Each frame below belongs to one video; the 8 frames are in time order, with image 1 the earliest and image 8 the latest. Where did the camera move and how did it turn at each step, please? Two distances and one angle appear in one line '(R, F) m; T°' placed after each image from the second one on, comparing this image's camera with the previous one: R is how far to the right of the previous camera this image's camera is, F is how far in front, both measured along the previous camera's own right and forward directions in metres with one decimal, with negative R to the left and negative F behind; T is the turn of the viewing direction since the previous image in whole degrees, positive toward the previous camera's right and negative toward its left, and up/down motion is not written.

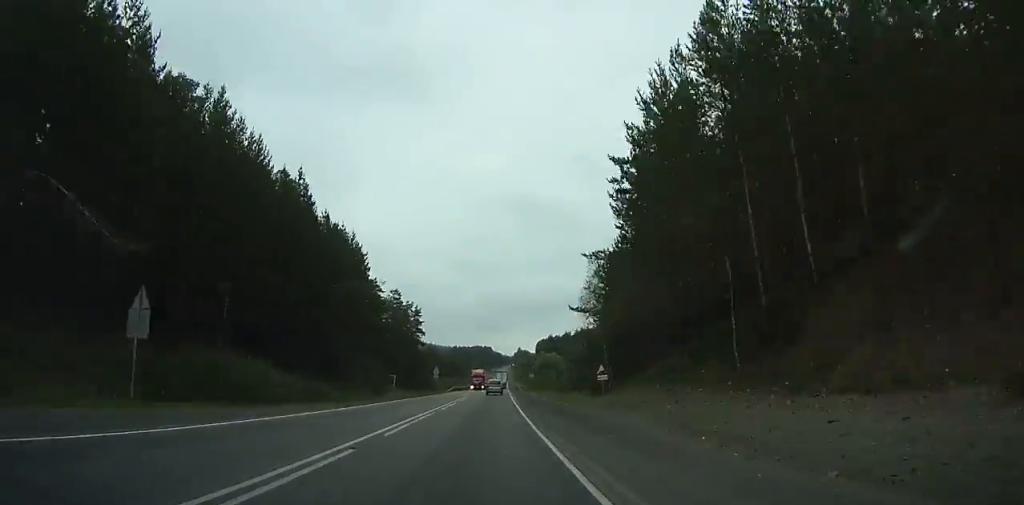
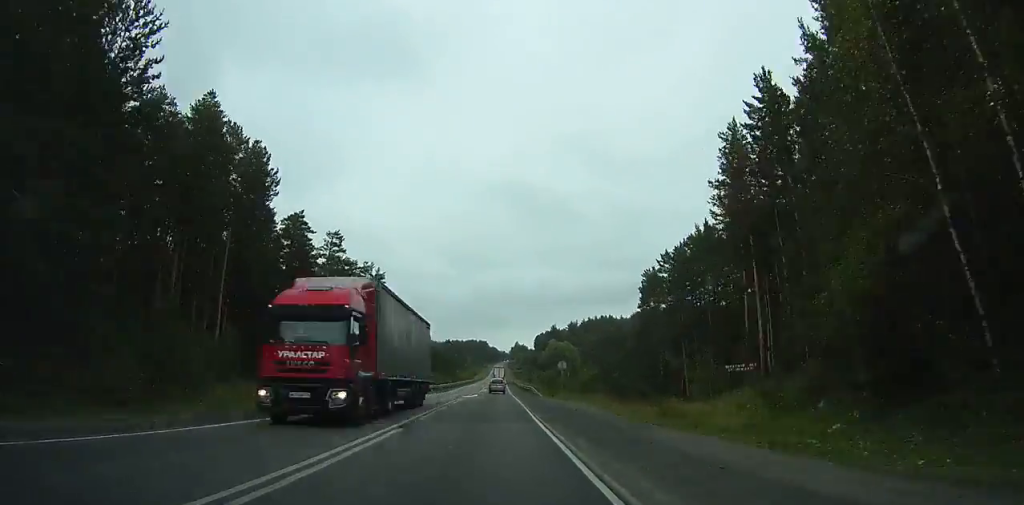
(+0.4, +43.4) m; +1°
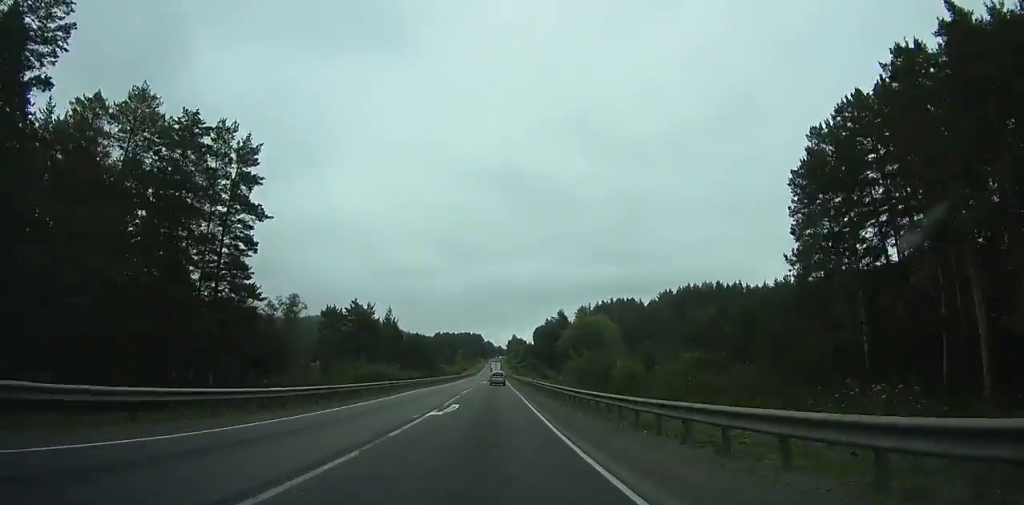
(+0.4, +56.4) m; 0°
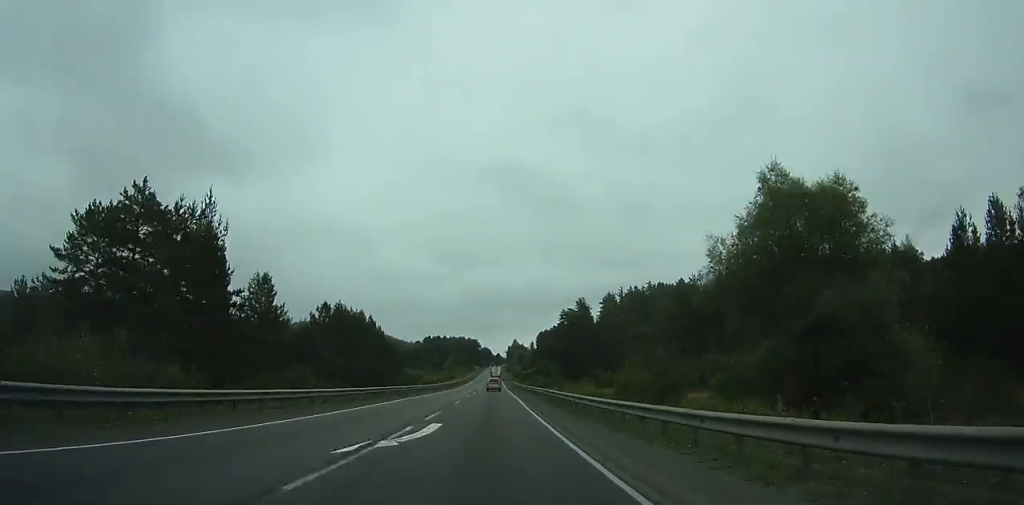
(-0.3, +67.8) m; 0°
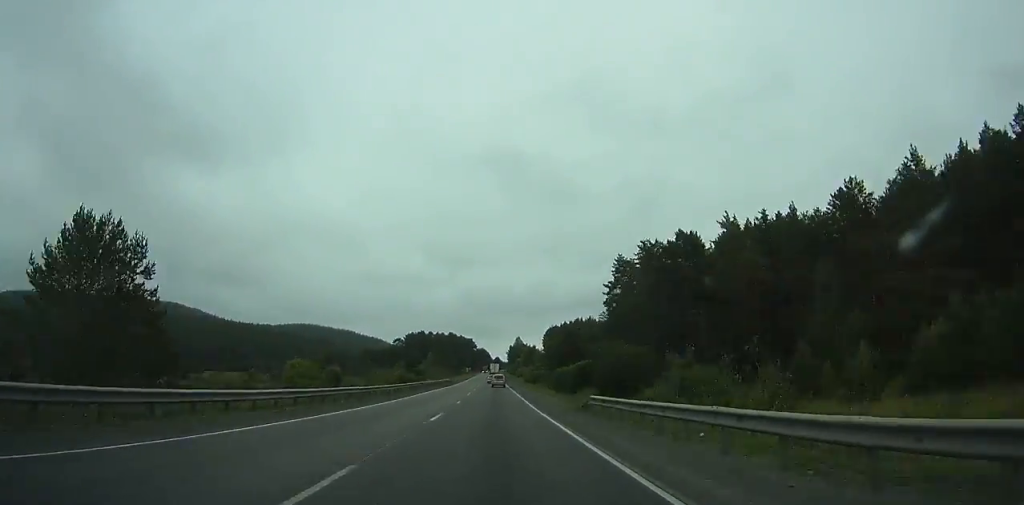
(+0.8, +87.7) m; +1°
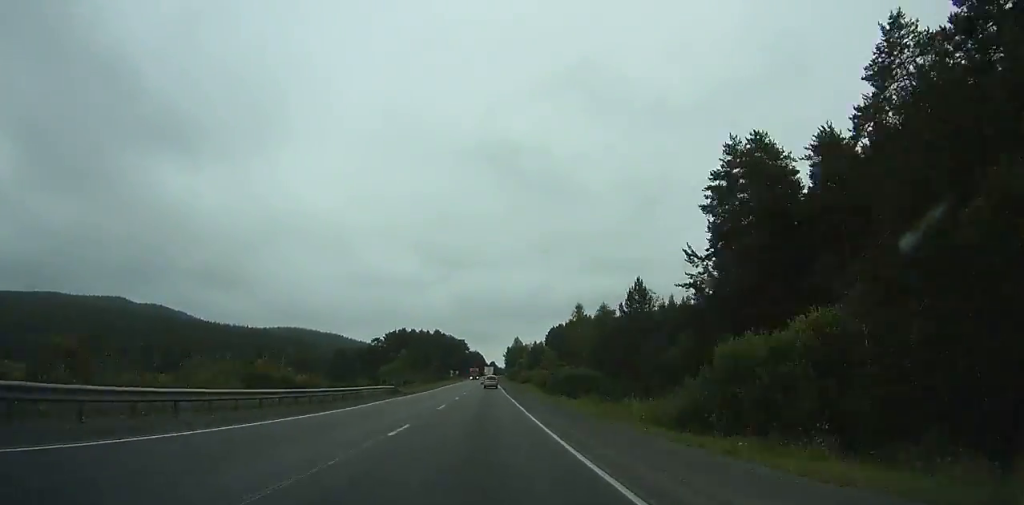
(+0.1, +53.5) m; 0°
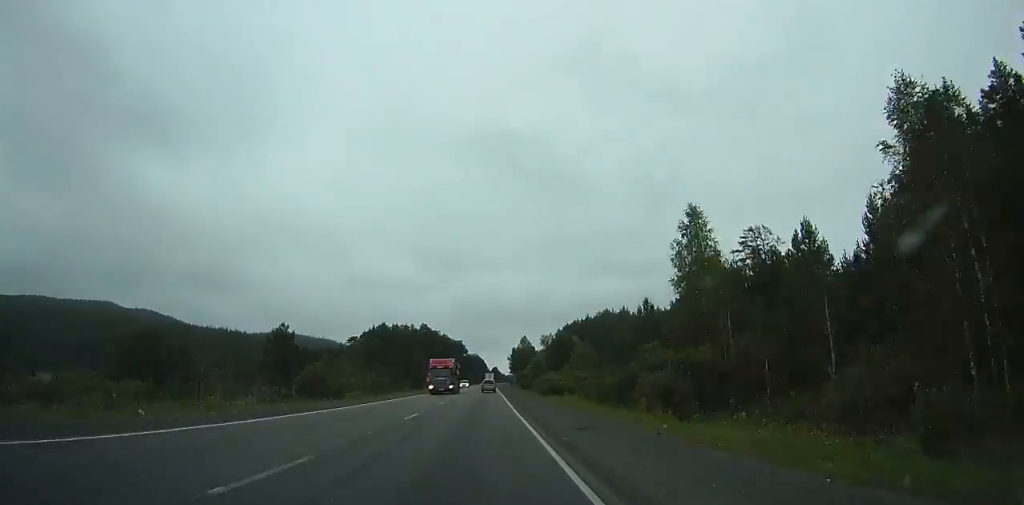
(0.0, +57.6) m; 0°
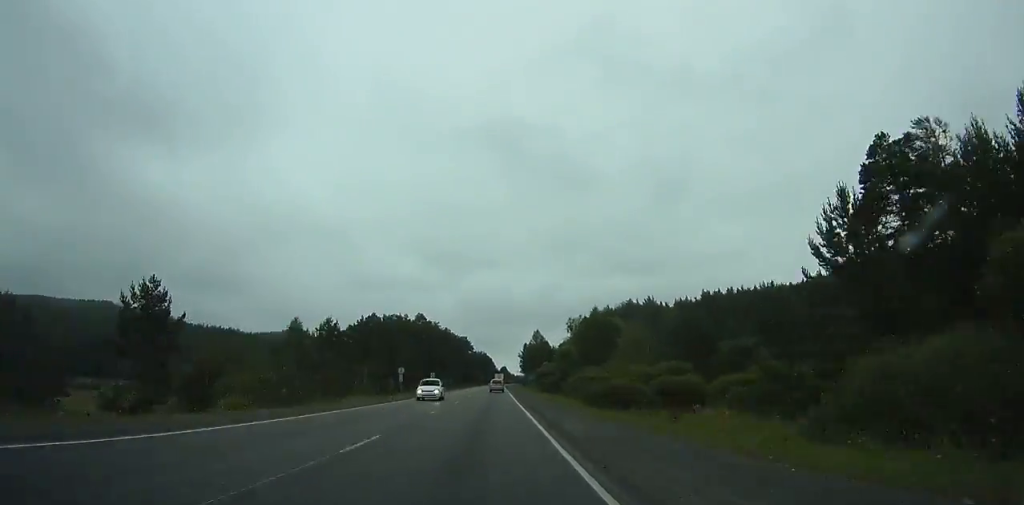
(0.0, +34.0) m; 0°
